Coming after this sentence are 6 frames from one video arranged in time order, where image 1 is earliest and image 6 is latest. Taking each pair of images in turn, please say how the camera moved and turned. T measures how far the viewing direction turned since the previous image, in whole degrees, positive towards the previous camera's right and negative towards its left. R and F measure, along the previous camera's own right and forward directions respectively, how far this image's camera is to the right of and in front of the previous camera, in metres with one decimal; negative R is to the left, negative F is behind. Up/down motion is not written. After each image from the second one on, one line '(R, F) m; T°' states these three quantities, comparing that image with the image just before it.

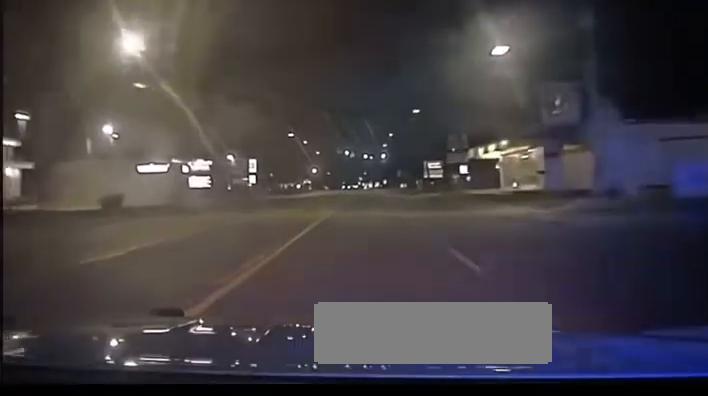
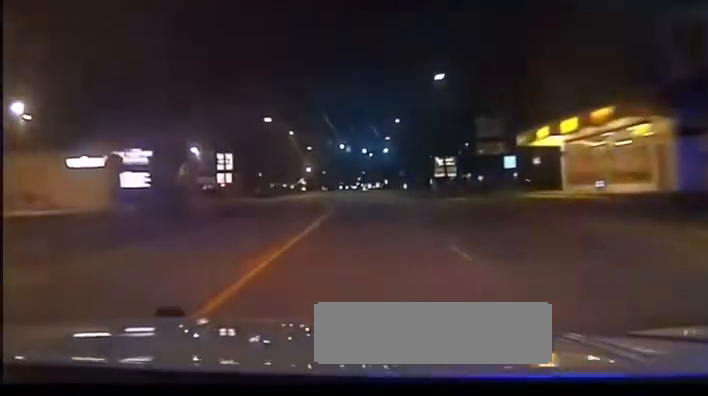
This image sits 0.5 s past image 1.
(0.0, +22.1) m; 0°
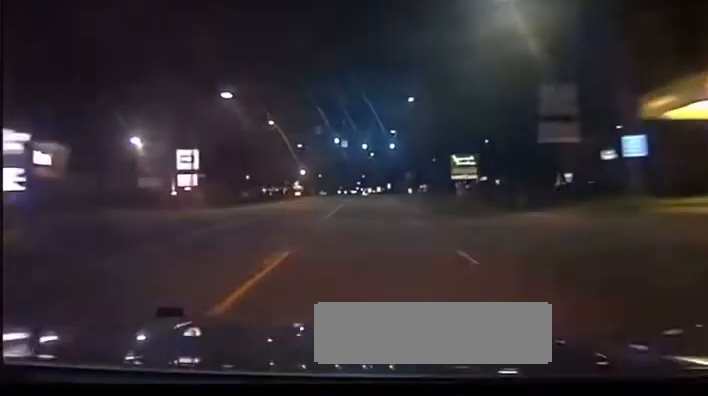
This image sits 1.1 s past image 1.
(+0.2, +23.4) m; 0°
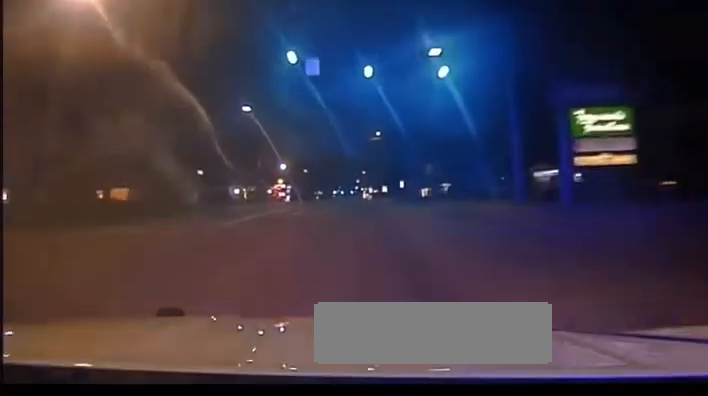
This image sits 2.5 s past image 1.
(-0.5, +58.0) m; 0°
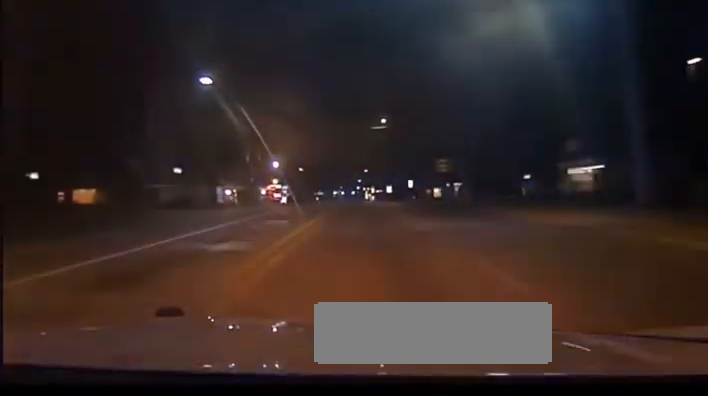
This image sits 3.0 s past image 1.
(+0.4, +19.8) m; 0°
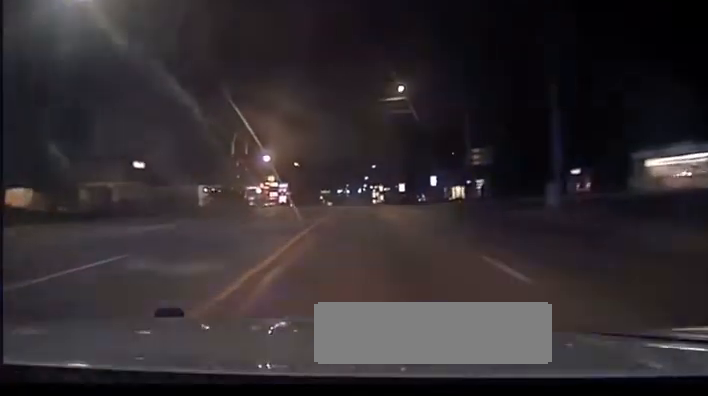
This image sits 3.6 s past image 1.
(+0.1, +23.4) m; 0°
